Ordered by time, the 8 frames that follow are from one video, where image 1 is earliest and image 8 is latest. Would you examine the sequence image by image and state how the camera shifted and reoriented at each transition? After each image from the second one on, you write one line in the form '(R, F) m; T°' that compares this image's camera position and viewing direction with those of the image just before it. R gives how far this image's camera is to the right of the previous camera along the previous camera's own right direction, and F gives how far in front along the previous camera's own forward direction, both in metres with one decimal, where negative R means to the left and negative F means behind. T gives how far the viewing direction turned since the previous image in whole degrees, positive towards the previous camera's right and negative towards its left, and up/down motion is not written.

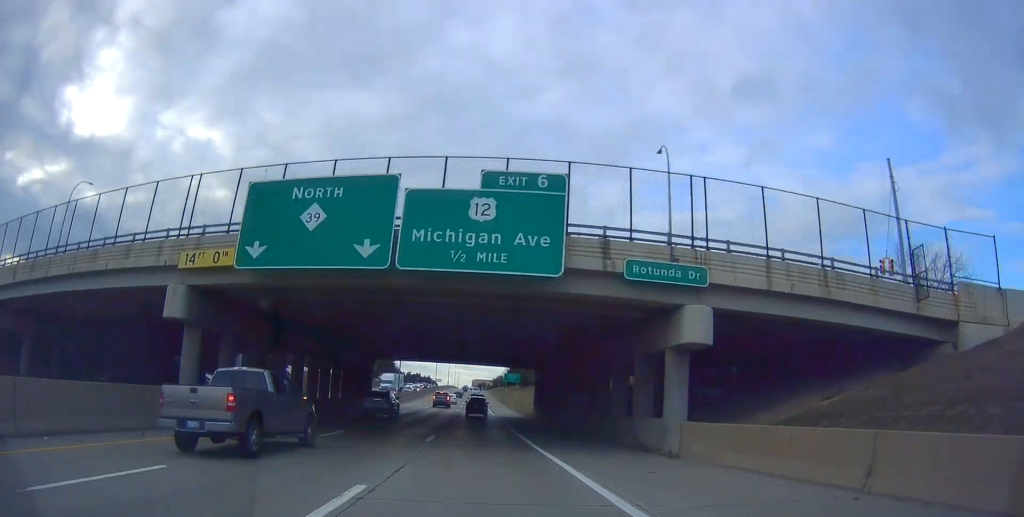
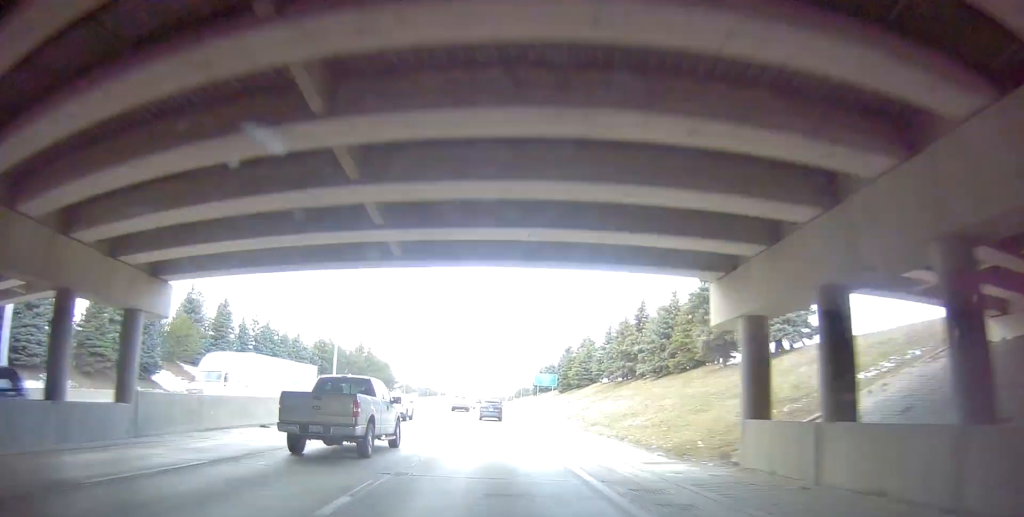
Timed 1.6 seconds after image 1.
(-0.8, +43.4) m; -3°
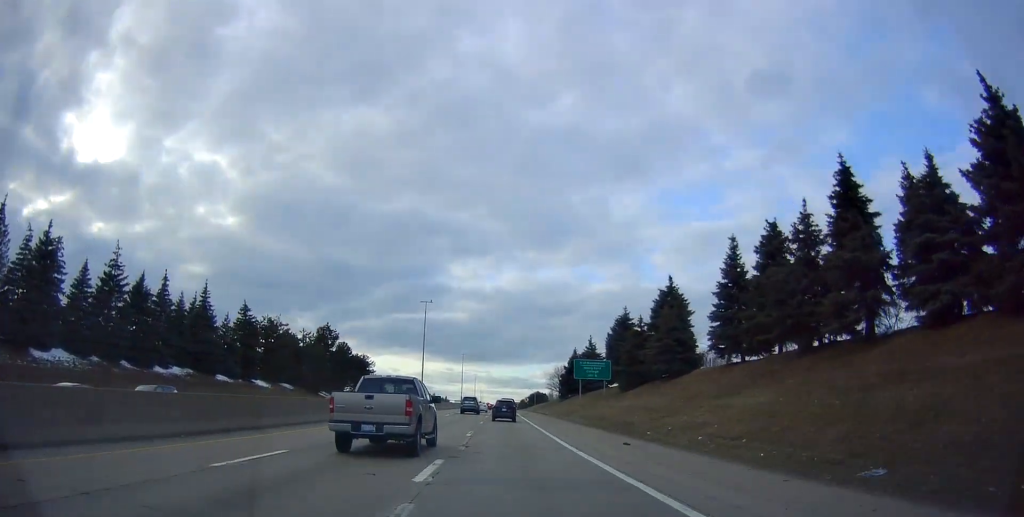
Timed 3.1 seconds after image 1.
(-1.3, +42.8) m; -3°
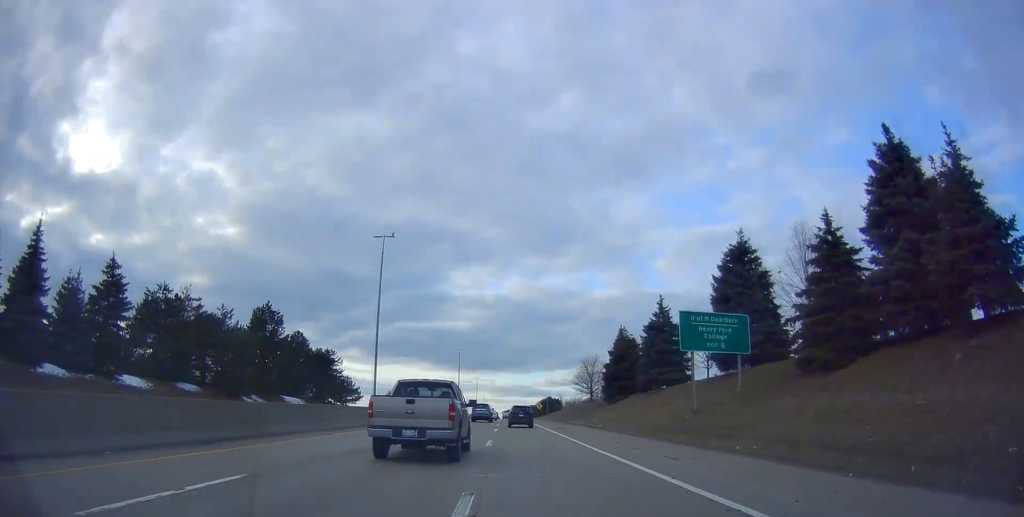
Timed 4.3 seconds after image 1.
(-0.1, +36.4) m; 0°
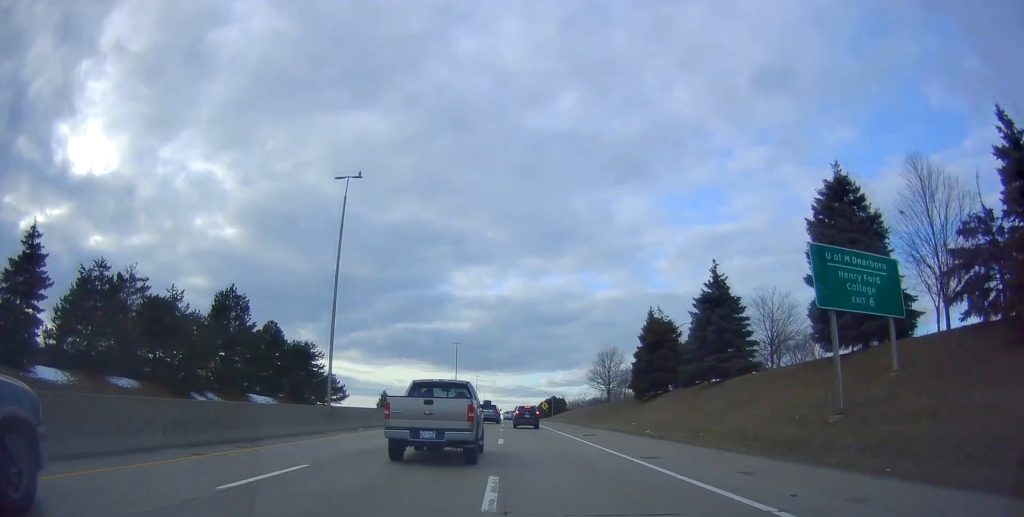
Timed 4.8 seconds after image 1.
(+0.2, +13.6) m; 0°
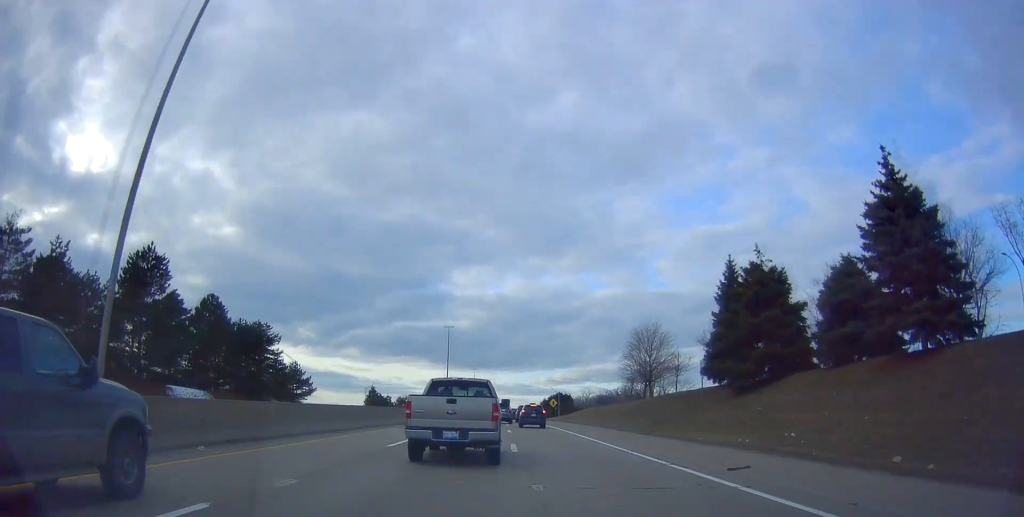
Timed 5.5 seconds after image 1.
(0.0, +21.2) m; 0°
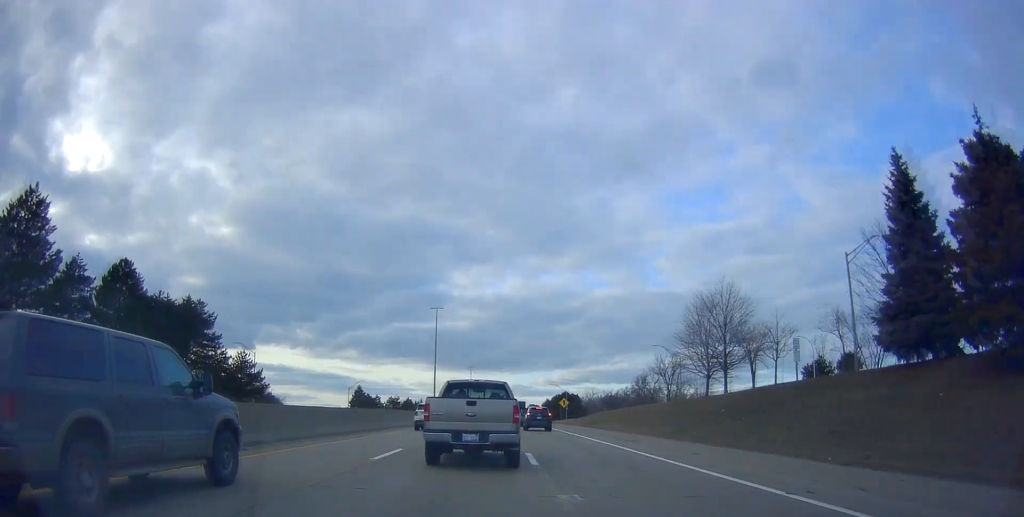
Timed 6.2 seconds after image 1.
(-0.4, +19.8) m; -1°
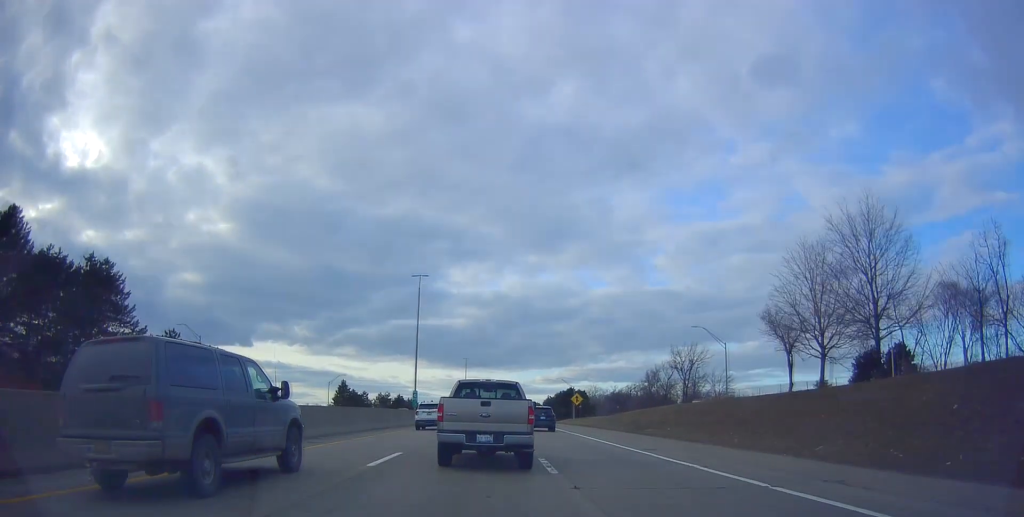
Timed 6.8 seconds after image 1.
(+0.2, +17.3) m; 0°
